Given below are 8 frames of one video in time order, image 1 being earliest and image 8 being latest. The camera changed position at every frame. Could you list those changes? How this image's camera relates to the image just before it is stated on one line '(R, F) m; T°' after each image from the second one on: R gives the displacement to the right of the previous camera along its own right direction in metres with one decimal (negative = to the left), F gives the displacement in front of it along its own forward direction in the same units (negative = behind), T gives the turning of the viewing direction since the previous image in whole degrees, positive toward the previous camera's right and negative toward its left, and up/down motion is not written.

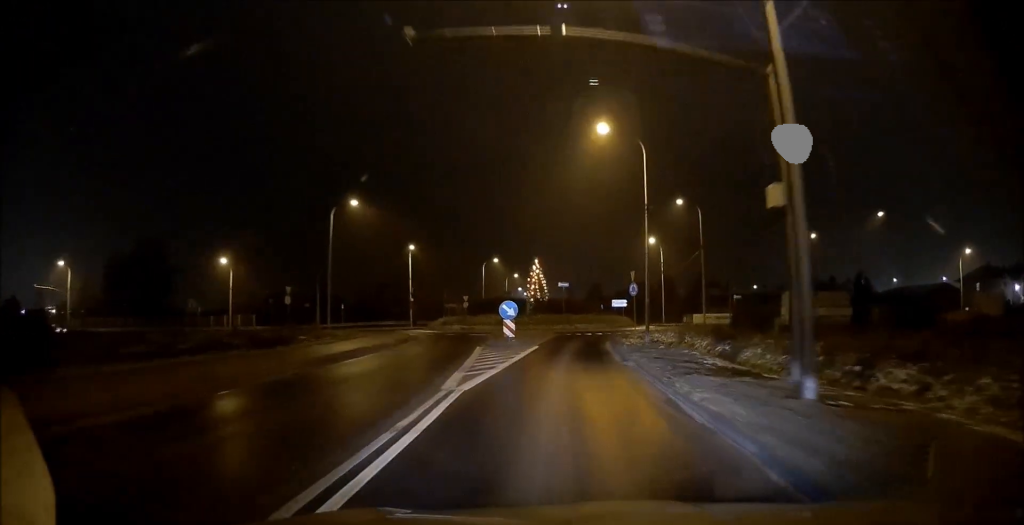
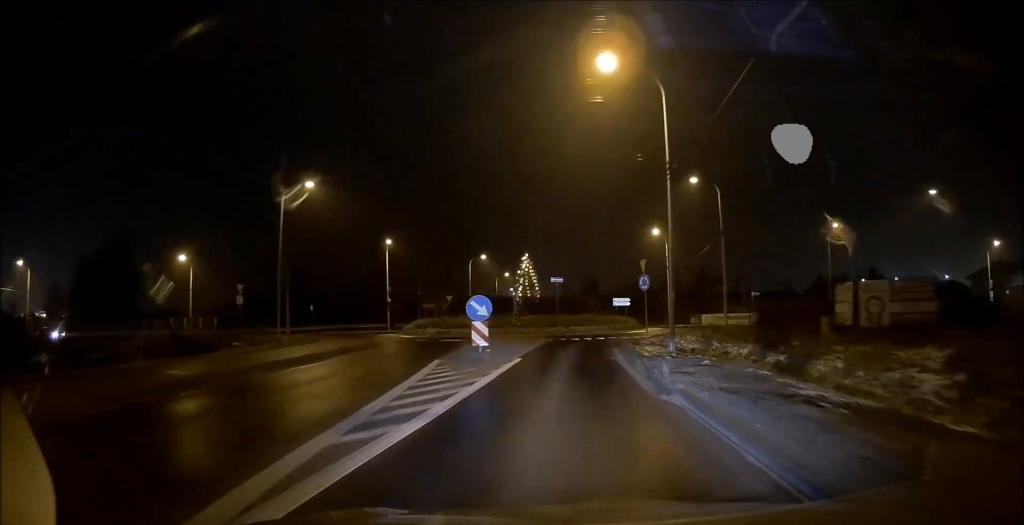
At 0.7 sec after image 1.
(+0.3, +8.1) m; 0°
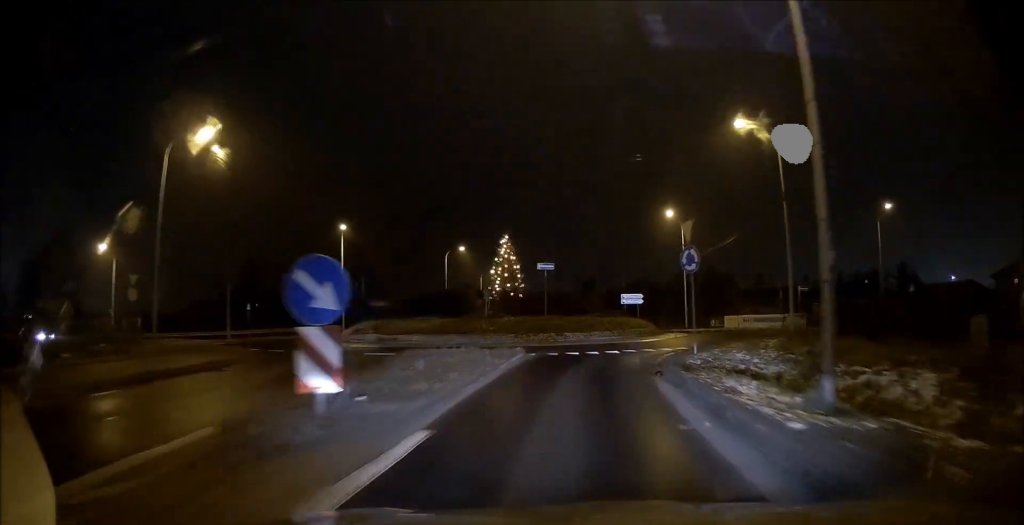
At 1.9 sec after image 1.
(-0.2, +13.1) m; 0°
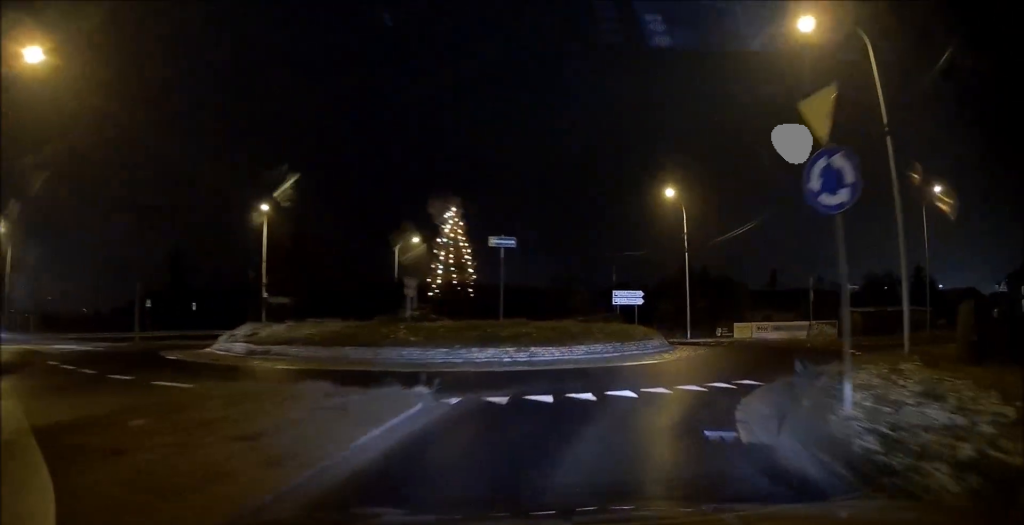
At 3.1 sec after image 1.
(+0.3, +11.3) m; +4°
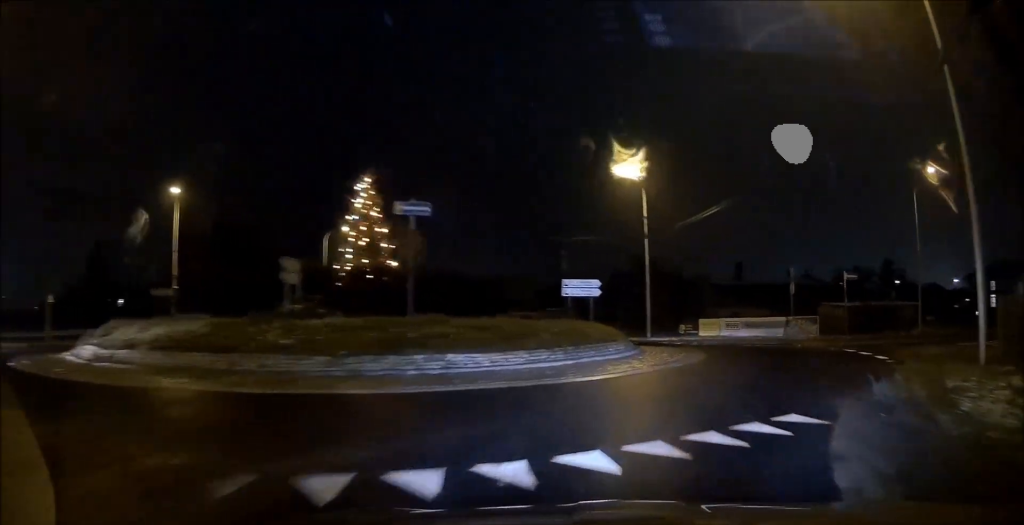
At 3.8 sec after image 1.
(+0.2, +5.3) m; +5°
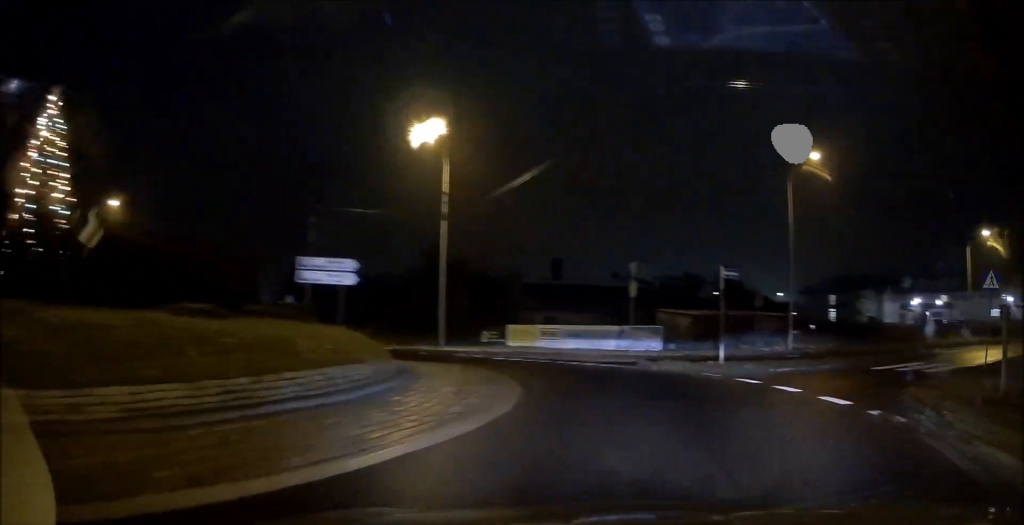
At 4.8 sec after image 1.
(+0.8, +8.2) m; +9°
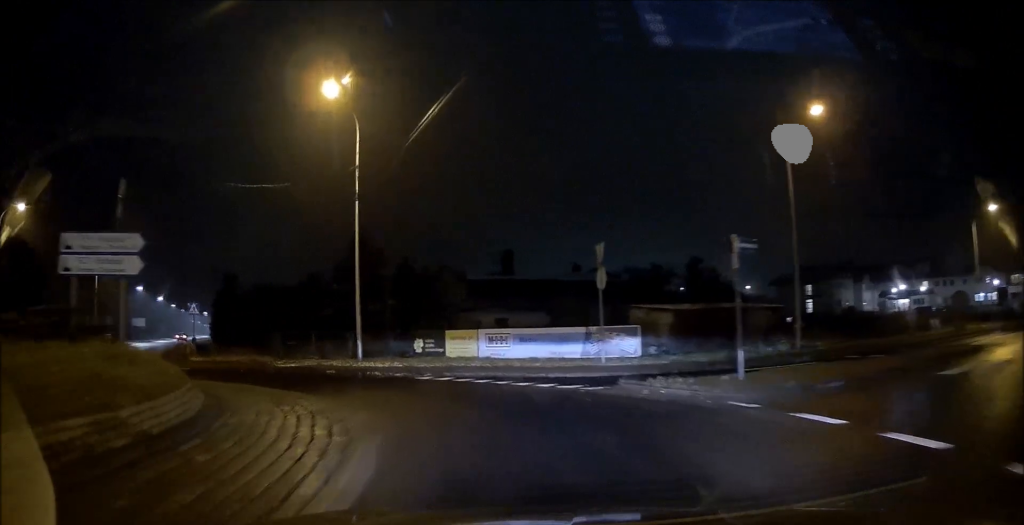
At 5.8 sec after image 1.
(+0.4, +6.5) m; +6°
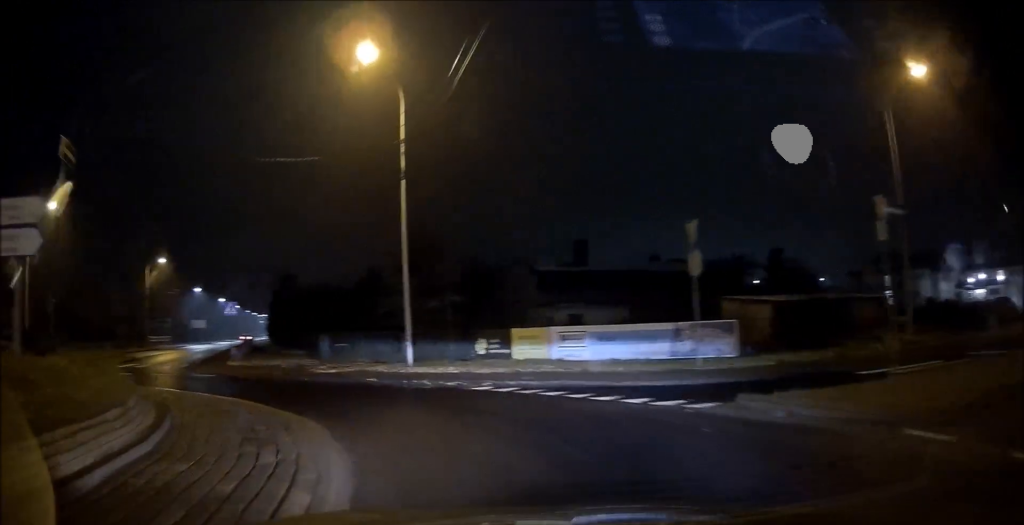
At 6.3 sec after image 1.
(0.0, +3.5) m; -1°
